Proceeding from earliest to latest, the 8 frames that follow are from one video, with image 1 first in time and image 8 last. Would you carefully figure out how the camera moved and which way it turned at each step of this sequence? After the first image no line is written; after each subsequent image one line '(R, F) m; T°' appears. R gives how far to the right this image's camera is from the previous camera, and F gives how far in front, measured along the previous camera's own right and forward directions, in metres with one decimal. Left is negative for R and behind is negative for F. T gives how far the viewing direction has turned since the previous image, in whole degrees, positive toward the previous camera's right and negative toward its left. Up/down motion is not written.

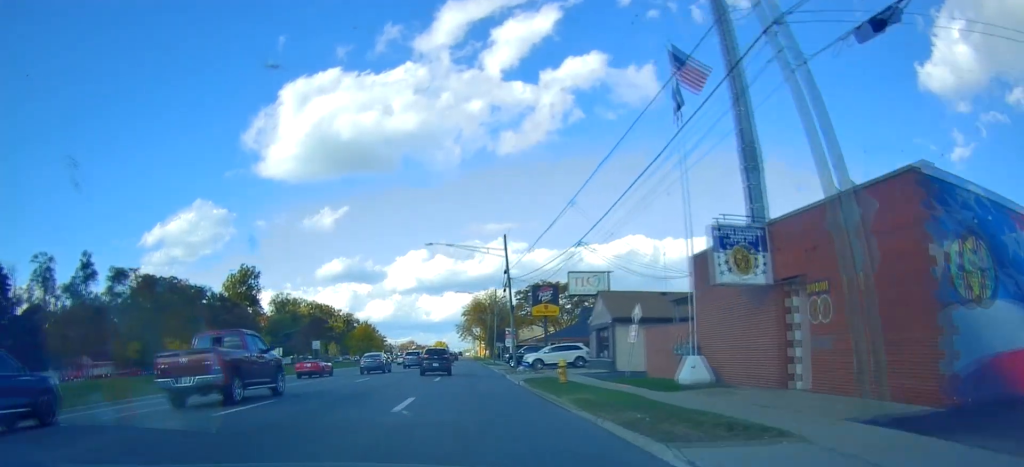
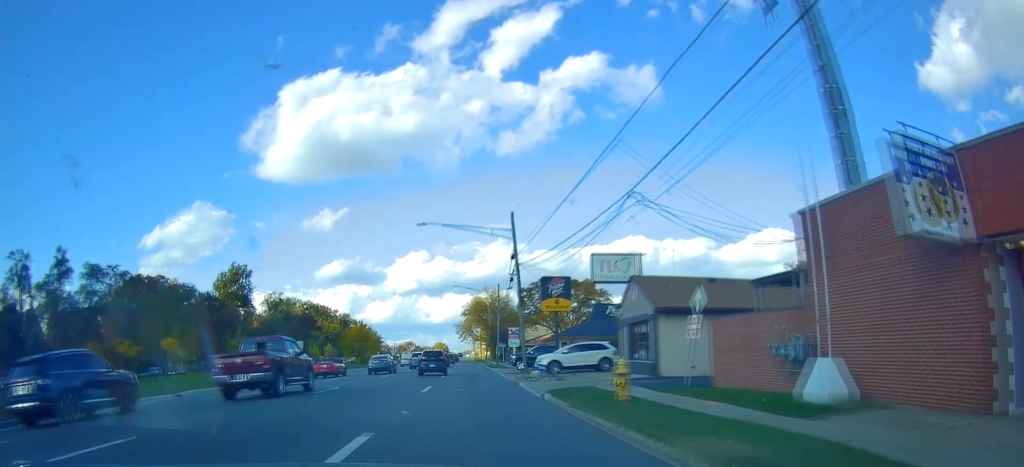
(-0.2, +7.9) m; 0°
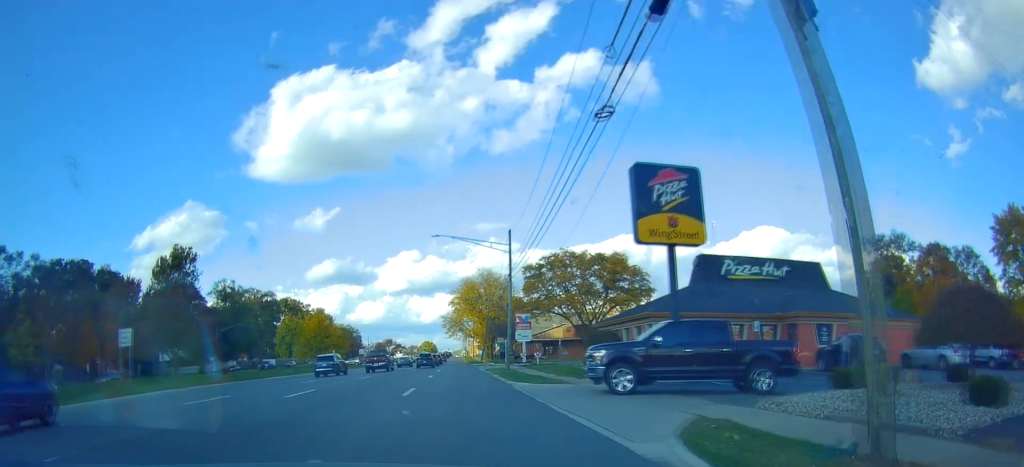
(+1.0, +35.1) m; +1°
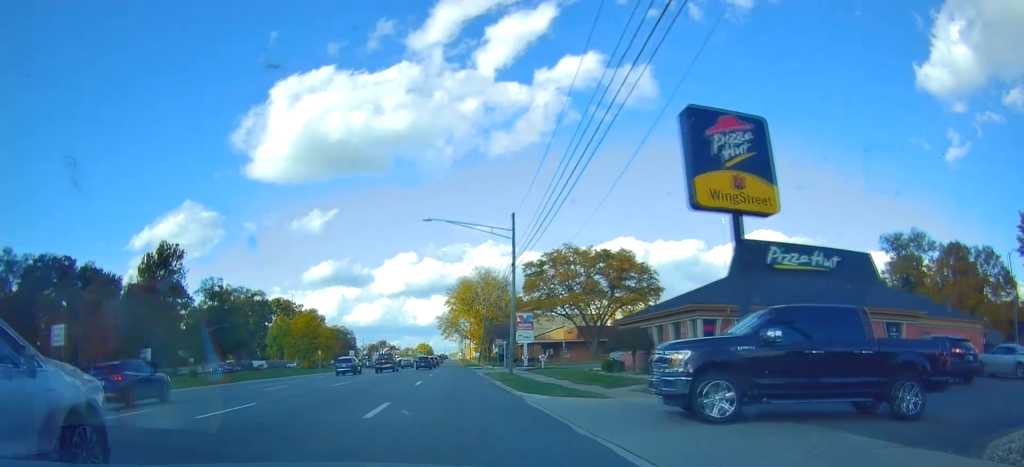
(0.0, +6.1) m; -1°
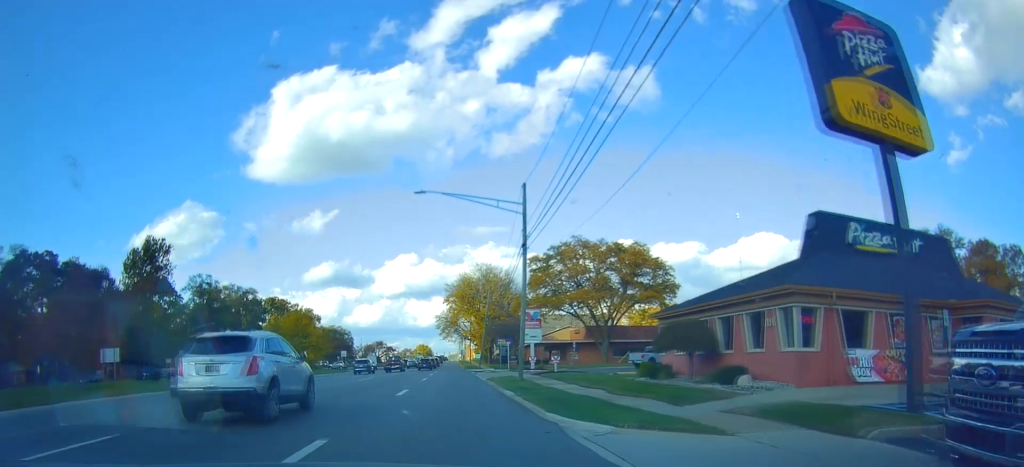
(0.0, +6.5) m; -5°
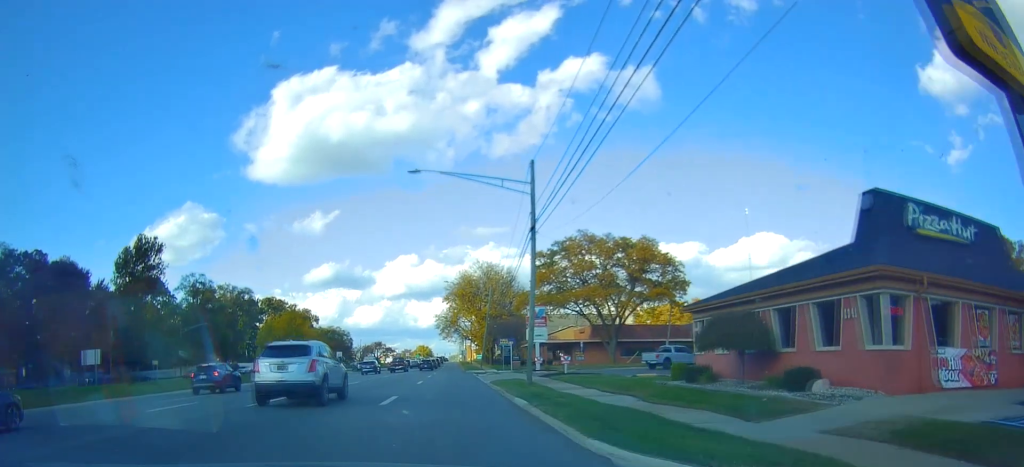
(-0.3, +3.7) m; +3°
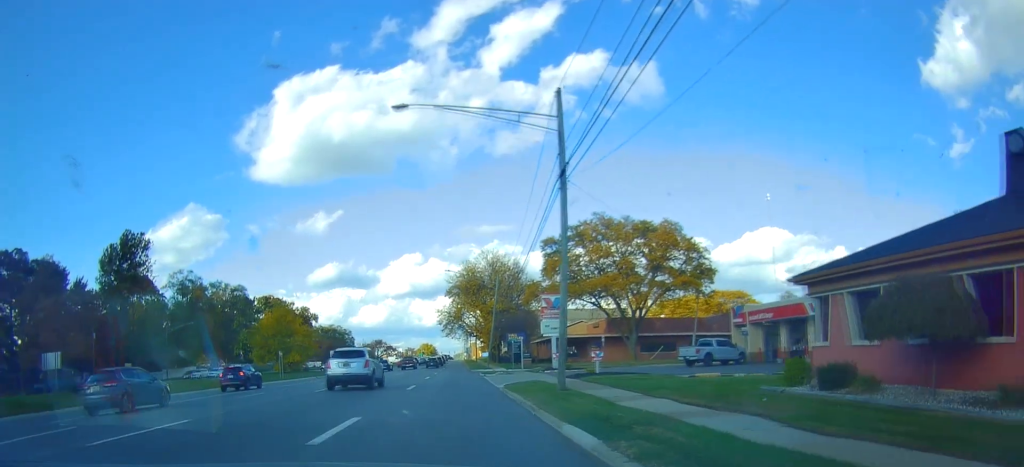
(+0.1, +7.0) m; +3°
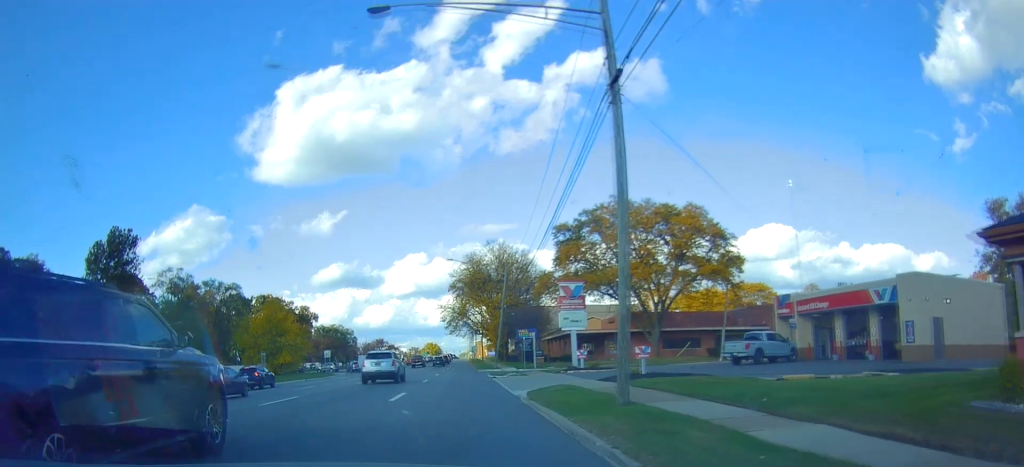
(+0.8, +6.3) m; 0°
